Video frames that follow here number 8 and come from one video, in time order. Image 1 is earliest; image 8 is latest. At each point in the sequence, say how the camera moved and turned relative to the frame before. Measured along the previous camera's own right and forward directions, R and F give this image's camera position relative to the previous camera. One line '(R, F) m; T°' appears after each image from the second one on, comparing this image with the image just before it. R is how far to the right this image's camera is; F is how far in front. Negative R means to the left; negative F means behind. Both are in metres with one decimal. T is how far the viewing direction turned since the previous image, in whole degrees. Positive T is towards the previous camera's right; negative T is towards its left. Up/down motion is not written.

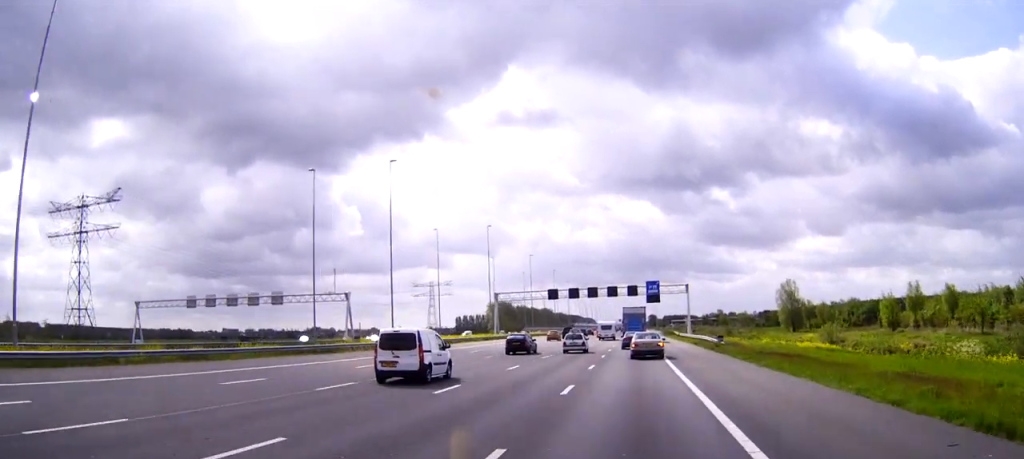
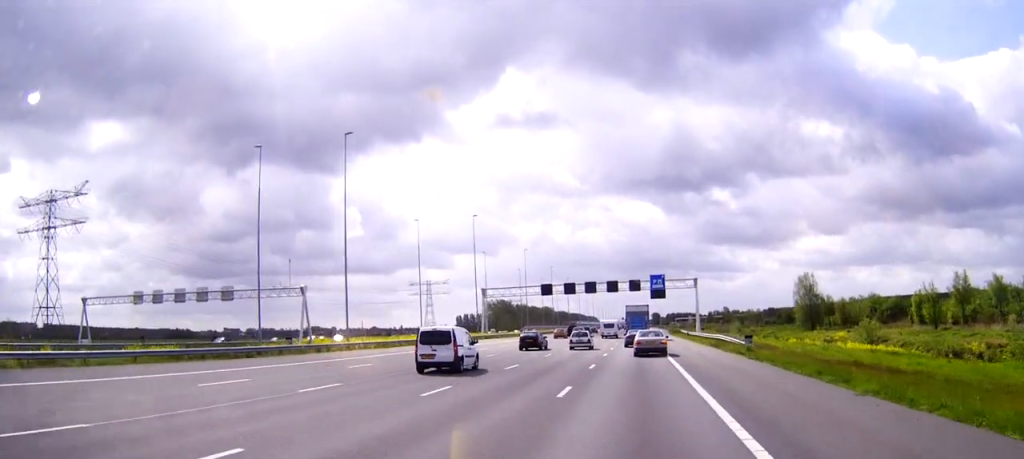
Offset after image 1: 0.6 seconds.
(0.0, +13.4) m; 0°
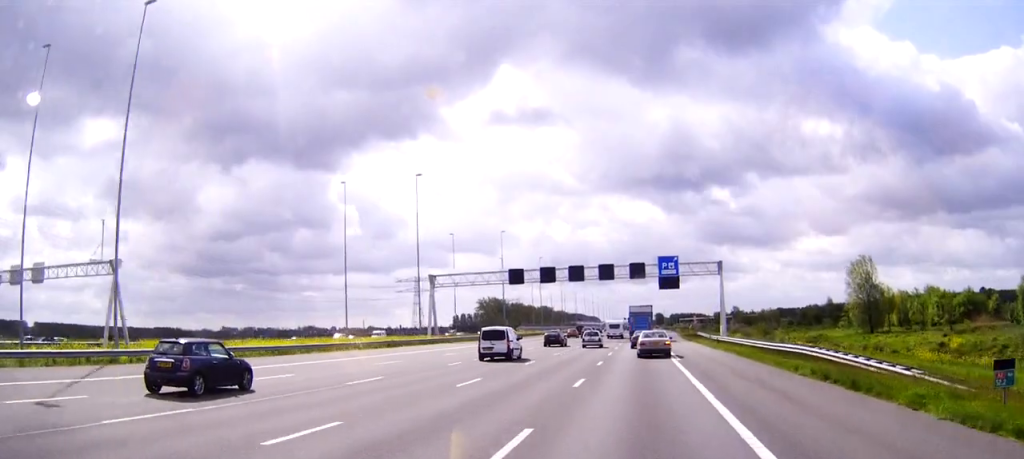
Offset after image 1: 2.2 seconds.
(0.0, +32.6) m; 0°
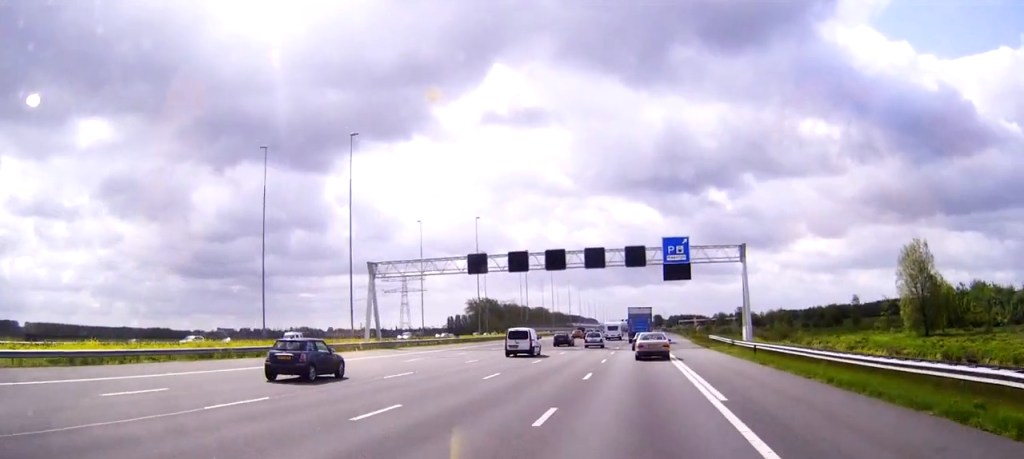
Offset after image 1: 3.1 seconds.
(0.0, +20.6) m; 0°
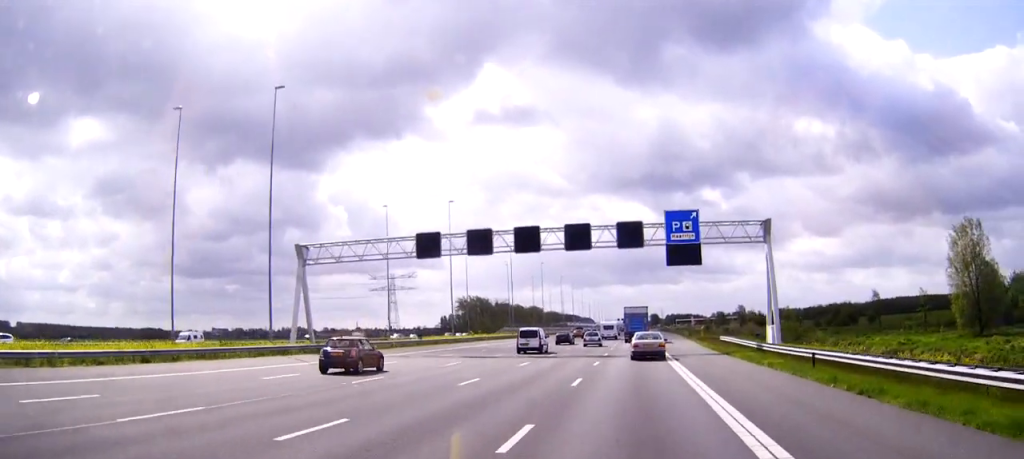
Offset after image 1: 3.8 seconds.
(0.0, +14.9) m; 0°
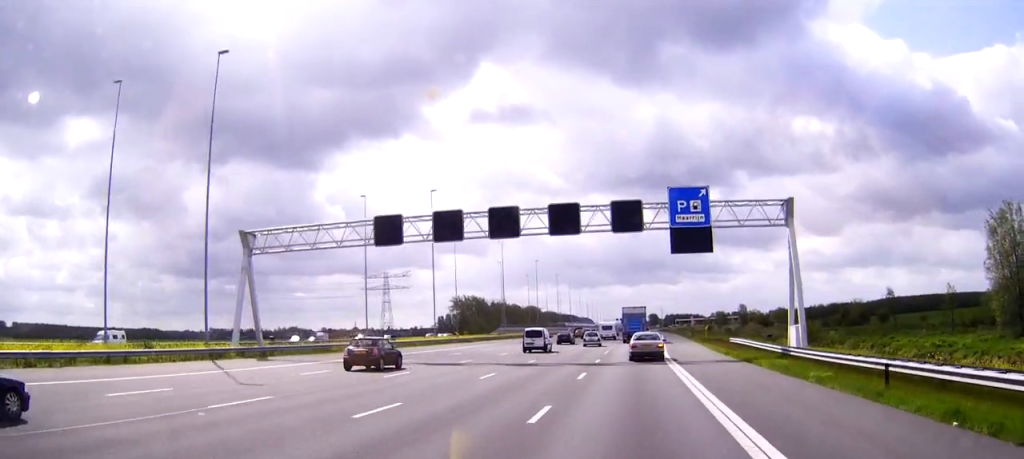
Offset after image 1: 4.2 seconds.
(0.0, +8.5) m; 0°
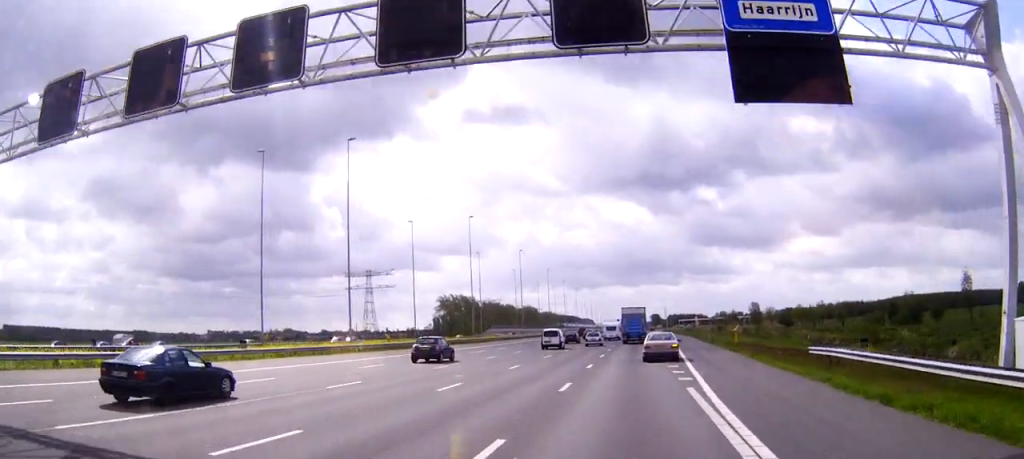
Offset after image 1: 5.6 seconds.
(0.0, +29.3) m; 0°
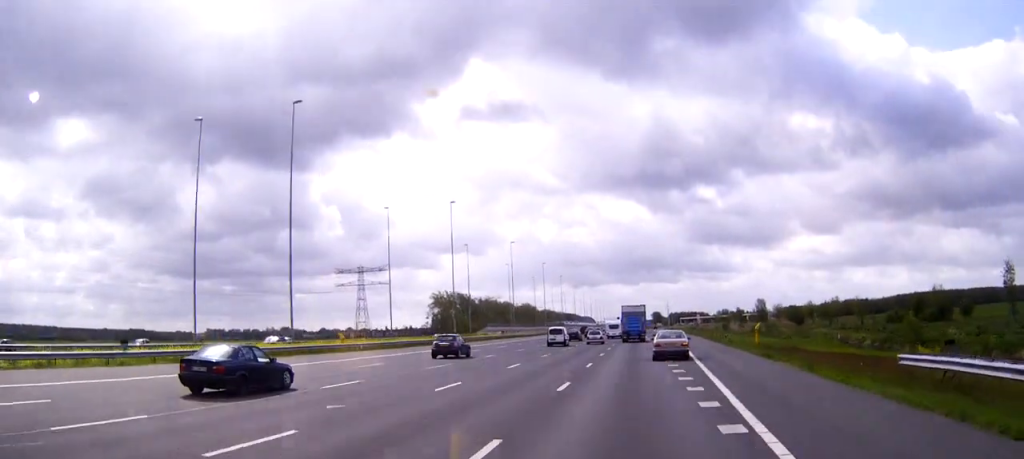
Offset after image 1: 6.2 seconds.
(0.0, +12.2) m; 0°
